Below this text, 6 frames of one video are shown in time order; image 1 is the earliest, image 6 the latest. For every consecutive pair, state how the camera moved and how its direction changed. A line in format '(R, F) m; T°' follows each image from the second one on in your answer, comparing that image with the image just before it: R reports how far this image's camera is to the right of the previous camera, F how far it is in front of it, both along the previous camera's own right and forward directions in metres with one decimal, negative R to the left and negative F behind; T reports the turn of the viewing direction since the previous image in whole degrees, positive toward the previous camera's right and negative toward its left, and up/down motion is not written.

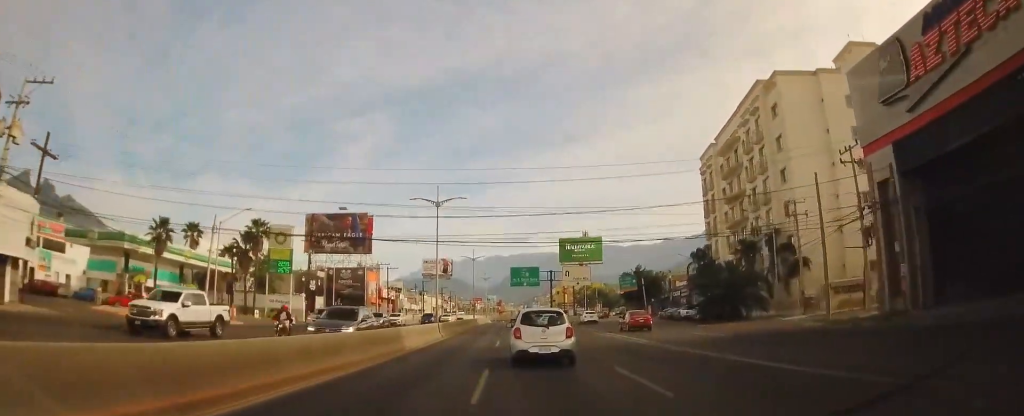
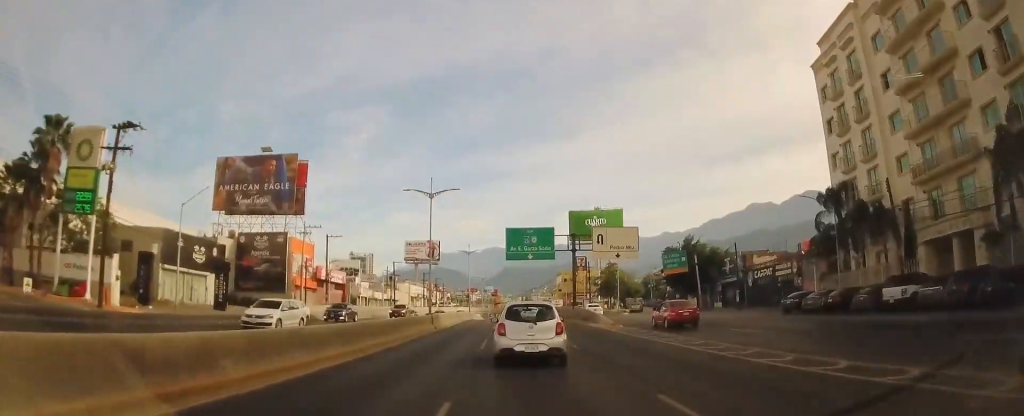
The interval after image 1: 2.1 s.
(-0.7, +36.1) m; -1°
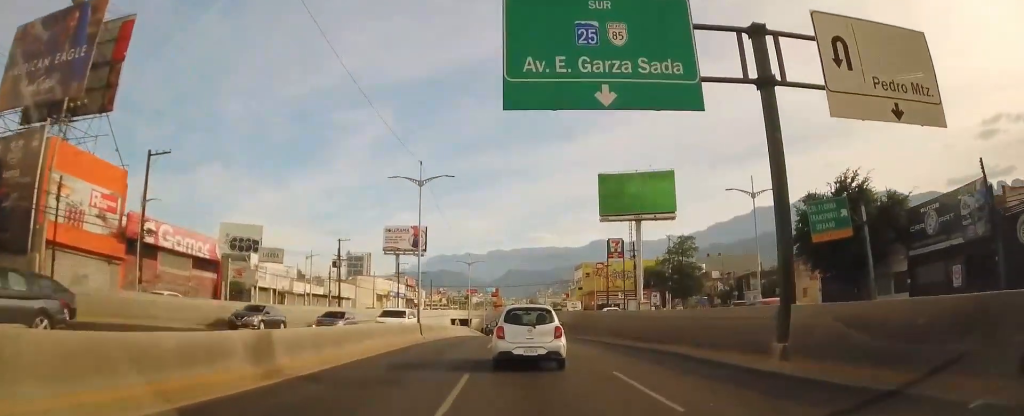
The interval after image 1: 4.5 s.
(+0.2, +41.1) m; 0°
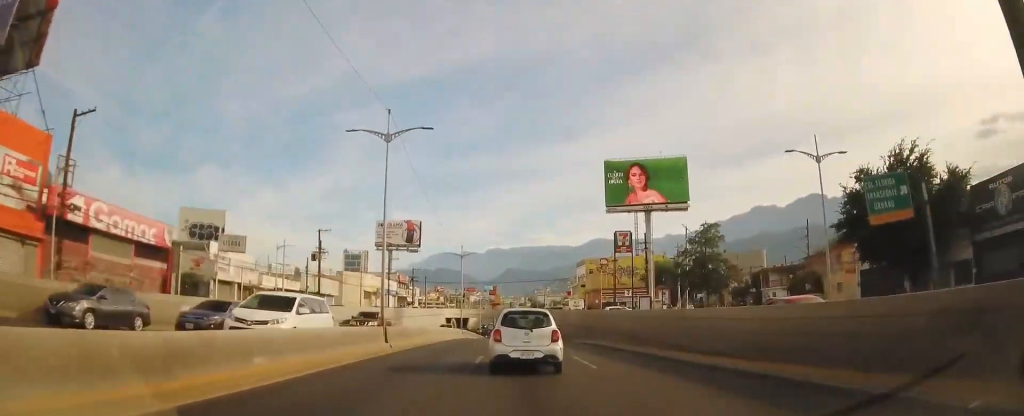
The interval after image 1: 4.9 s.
(0.0, +7.9) m; 0°
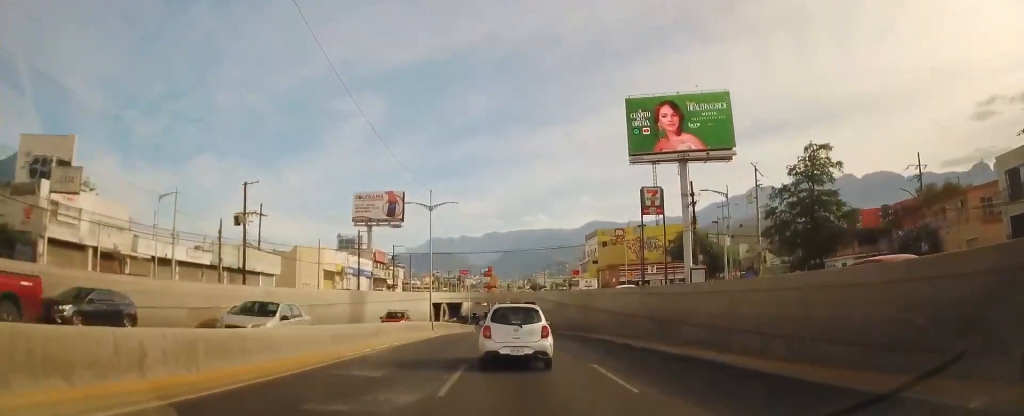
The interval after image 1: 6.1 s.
(-0.4, +20.2) m; -1°
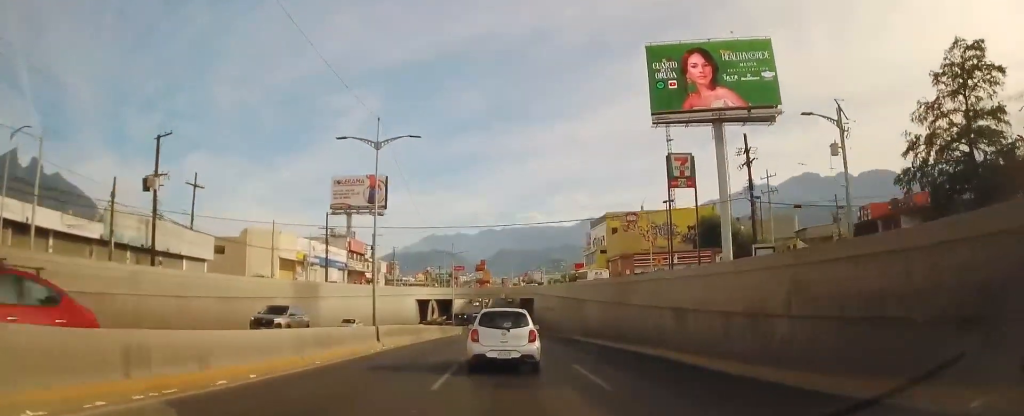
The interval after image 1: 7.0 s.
(0.0, +13.7) m; 0°
